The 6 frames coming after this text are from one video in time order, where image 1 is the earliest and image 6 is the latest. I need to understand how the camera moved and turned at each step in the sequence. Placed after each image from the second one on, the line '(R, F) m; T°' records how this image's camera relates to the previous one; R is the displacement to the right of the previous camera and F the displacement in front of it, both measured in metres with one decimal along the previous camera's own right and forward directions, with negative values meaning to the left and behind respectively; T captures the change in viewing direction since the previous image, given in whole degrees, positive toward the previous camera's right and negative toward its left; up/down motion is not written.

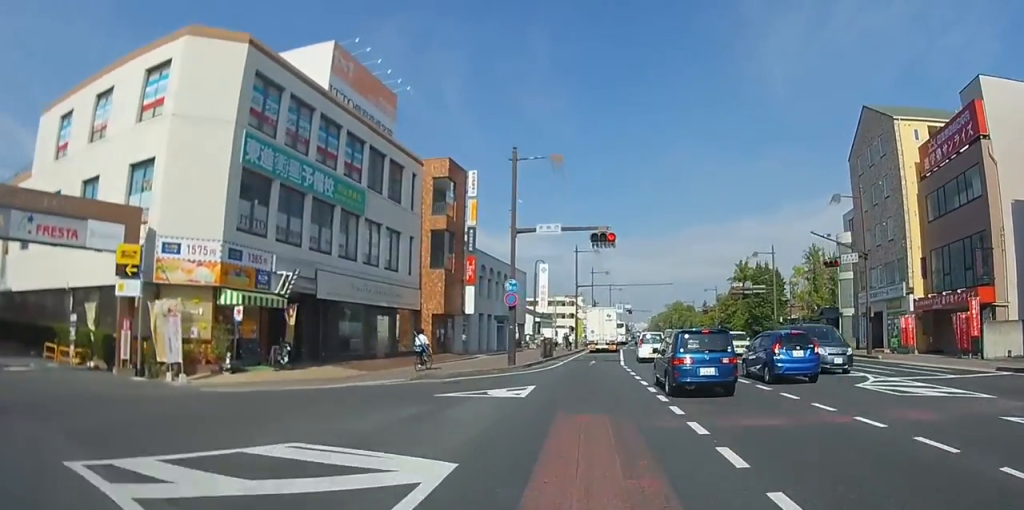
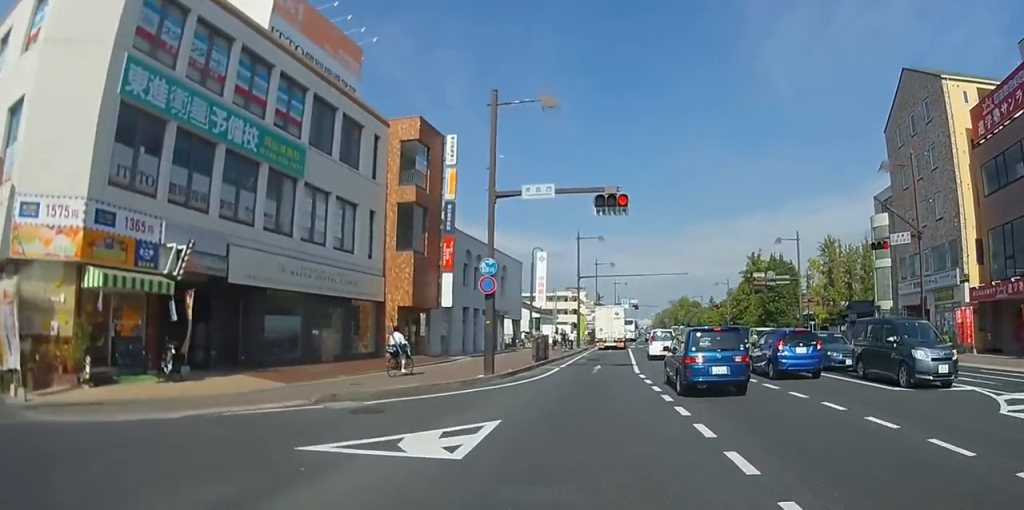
(-0.1, +6.8) m; -1°
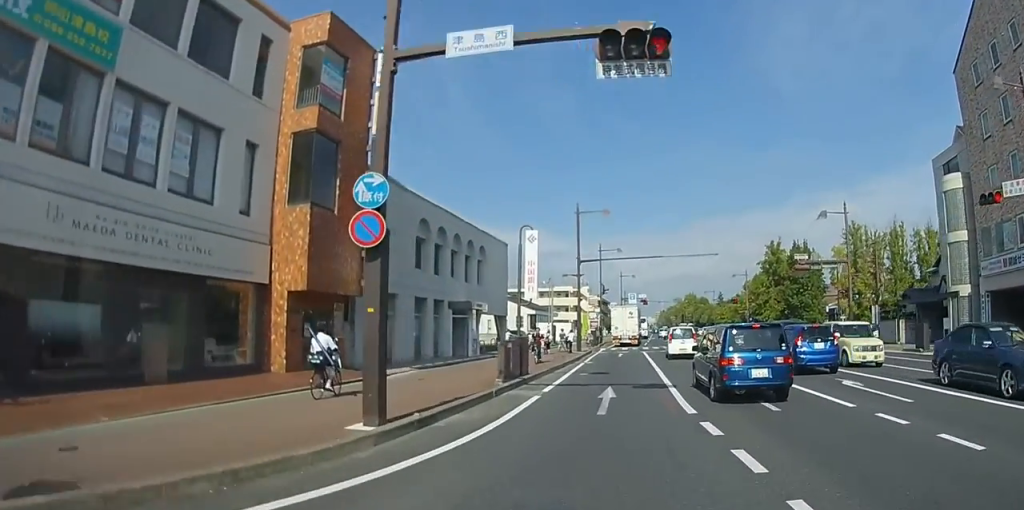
(-0.1, +11.2) m; -1°
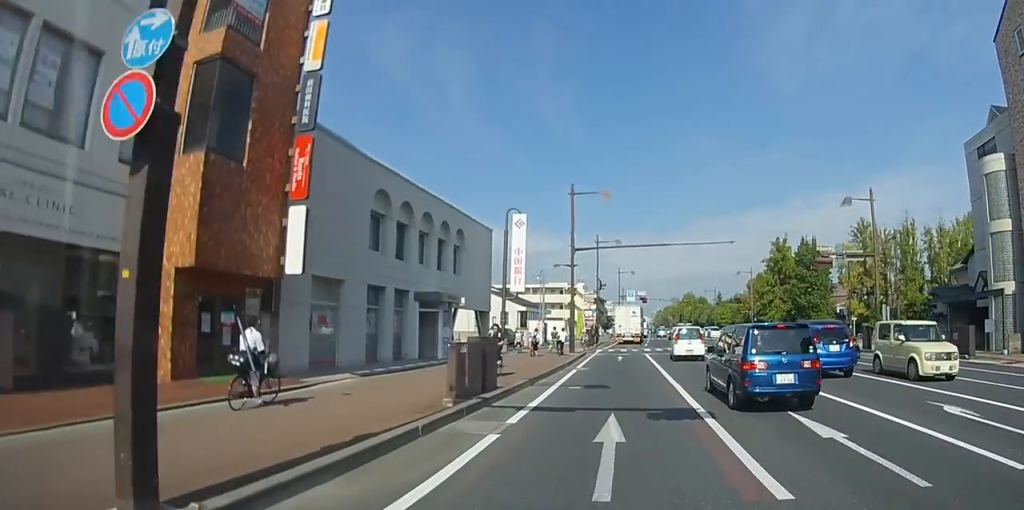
(0.0, +5.7) m; 0°
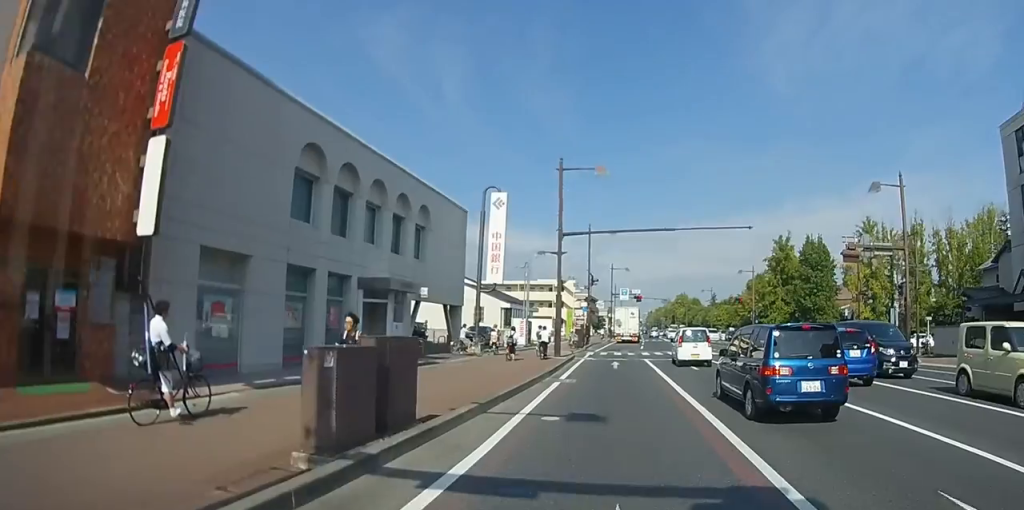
(0.0, +6.2) m; 0°
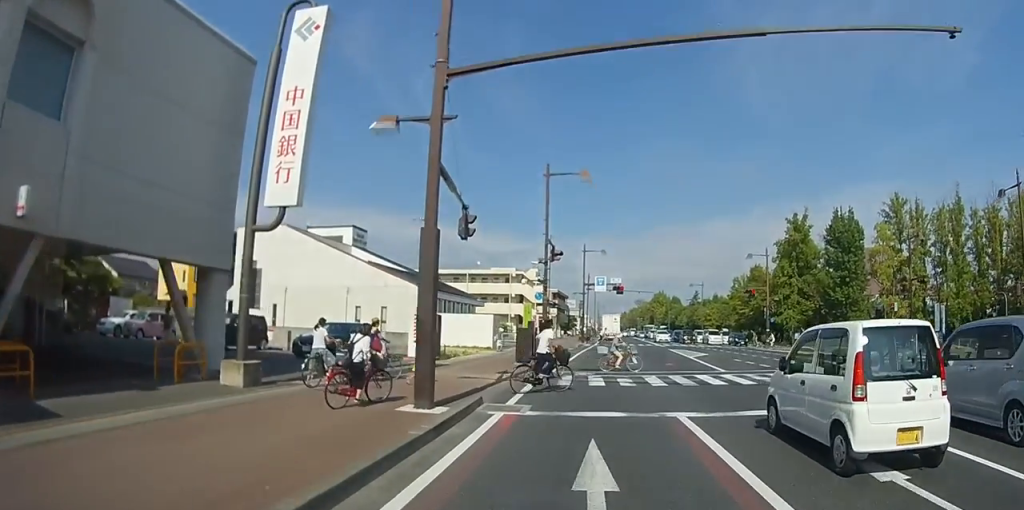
(+0.9, +19.9) m; +4°
